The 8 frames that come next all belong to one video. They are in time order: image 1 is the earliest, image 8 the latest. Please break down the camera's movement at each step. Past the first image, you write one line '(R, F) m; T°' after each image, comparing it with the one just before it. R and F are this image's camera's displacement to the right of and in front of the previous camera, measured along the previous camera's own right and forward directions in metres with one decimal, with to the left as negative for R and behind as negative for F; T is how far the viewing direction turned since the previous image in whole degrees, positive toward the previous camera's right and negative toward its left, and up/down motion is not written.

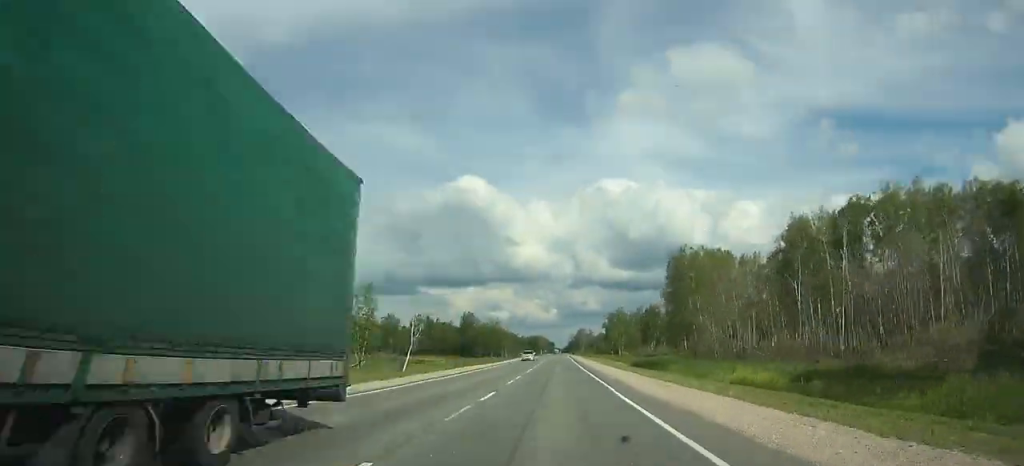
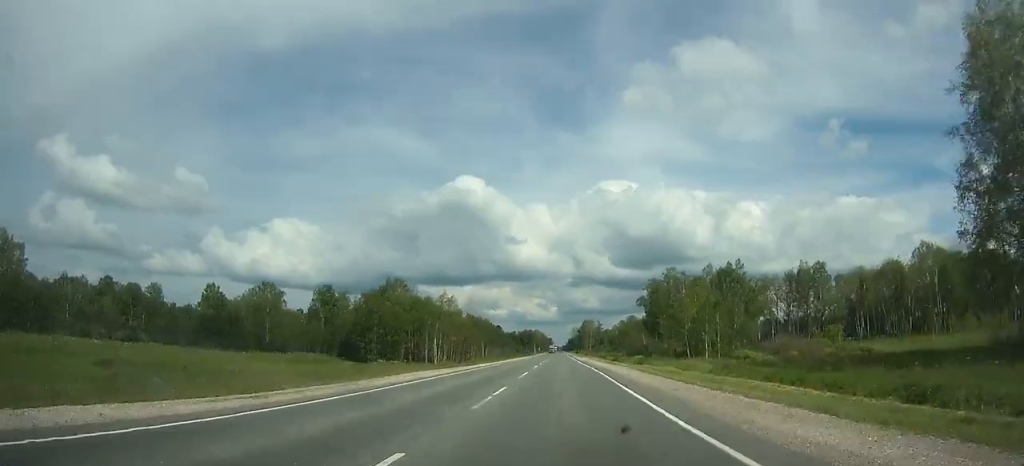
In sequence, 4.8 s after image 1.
(-0.2, +128.0) m; 0°
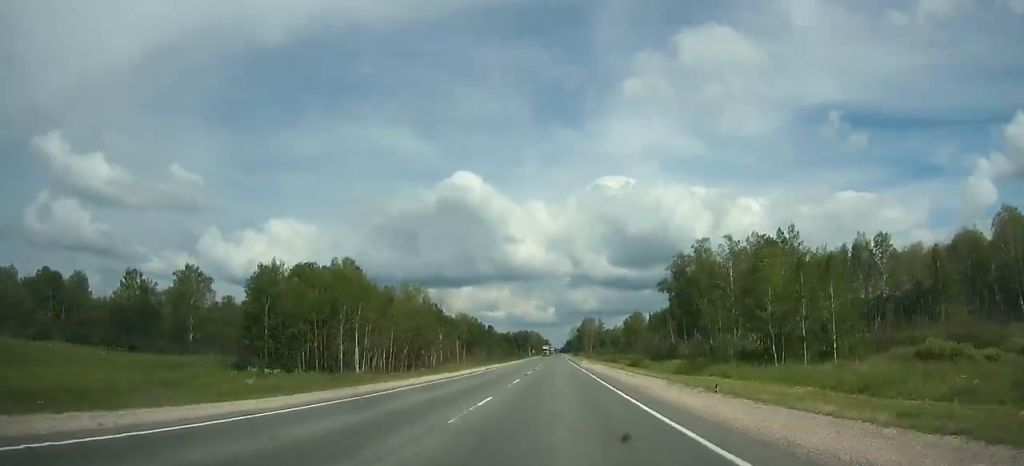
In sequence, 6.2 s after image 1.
(+0.1, +37.2) m; 0°
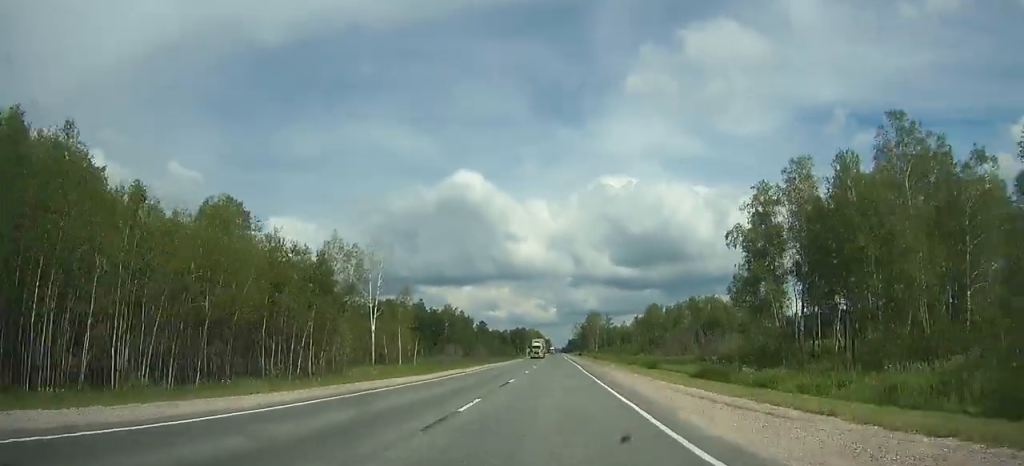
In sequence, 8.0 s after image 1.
(-0.1, +50.3) m; 0°
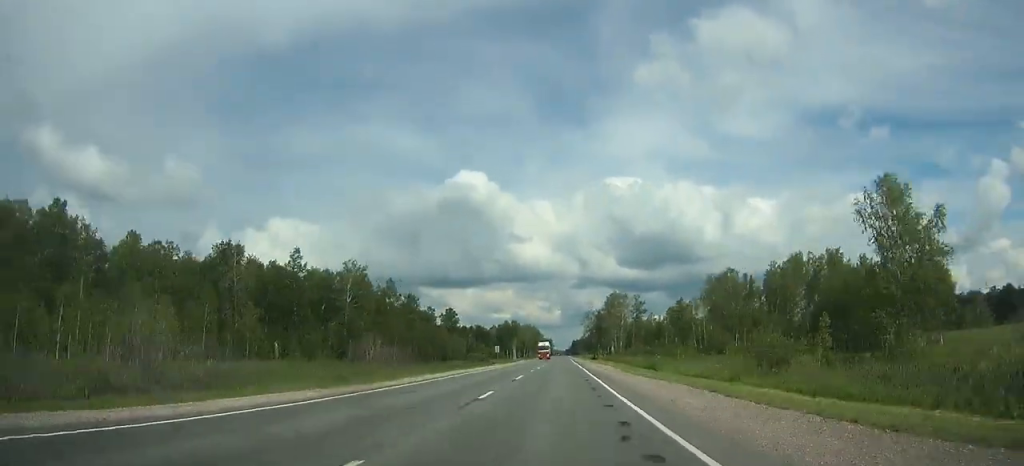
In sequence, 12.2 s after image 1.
(-0.1, +118.9) m; 0°
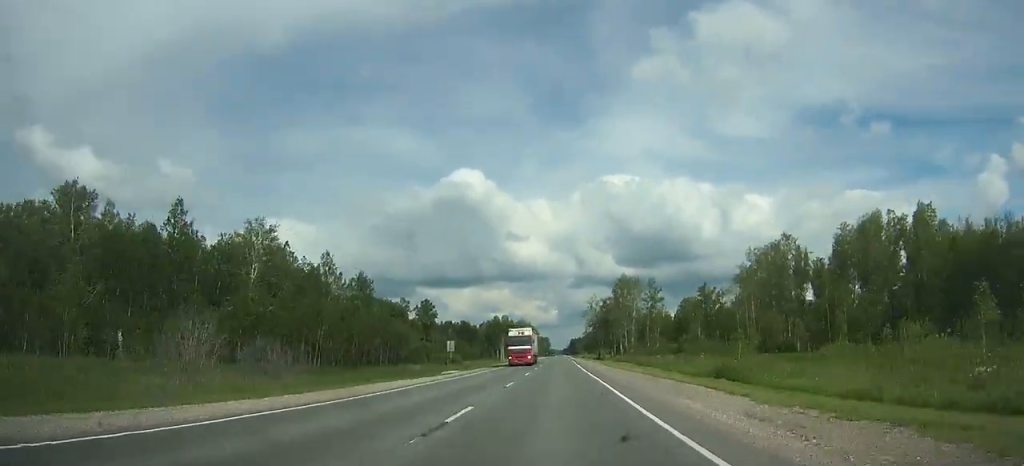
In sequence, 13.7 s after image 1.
(+0.1, +41.9) m; 0°
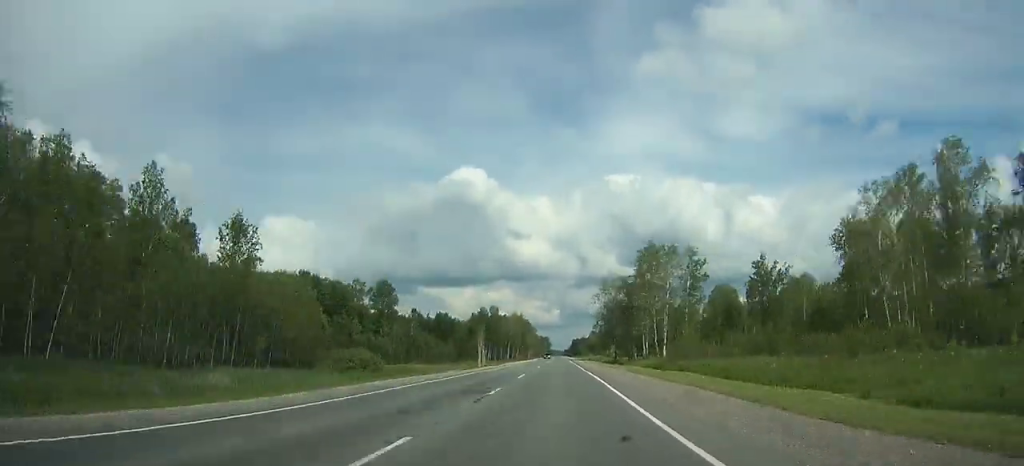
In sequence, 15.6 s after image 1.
(+0.1, +52.9) m; 0°
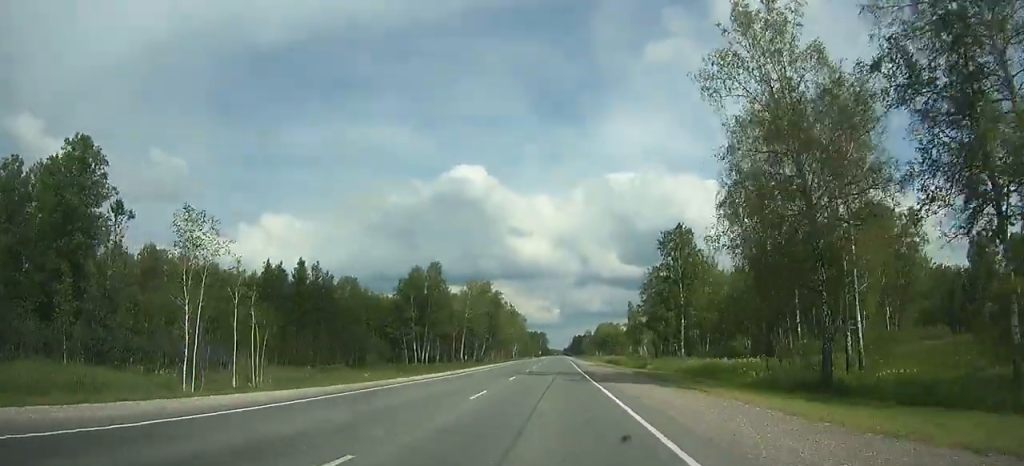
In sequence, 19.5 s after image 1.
(-0.3, +107.4) m; 0°
